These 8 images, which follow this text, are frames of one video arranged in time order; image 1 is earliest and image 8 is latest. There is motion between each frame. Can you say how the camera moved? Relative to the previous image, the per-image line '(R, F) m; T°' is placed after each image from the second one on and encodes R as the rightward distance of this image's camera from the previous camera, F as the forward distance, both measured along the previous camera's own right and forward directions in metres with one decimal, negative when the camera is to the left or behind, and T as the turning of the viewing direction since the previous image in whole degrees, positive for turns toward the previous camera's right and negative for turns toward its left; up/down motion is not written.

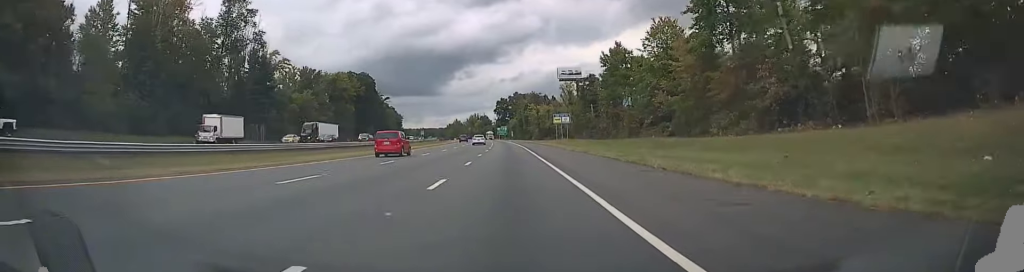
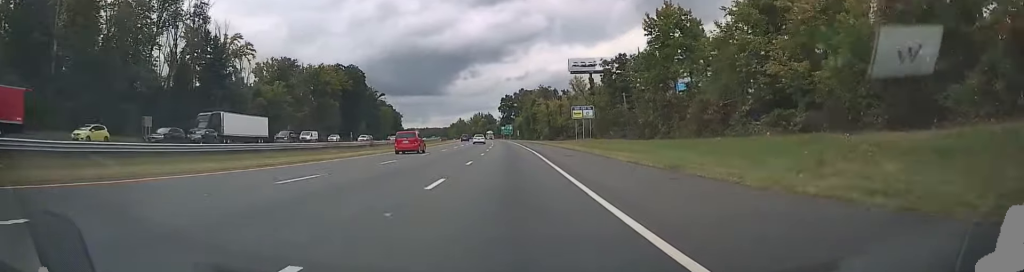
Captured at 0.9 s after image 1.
(0.0, +22.4) m; 0°
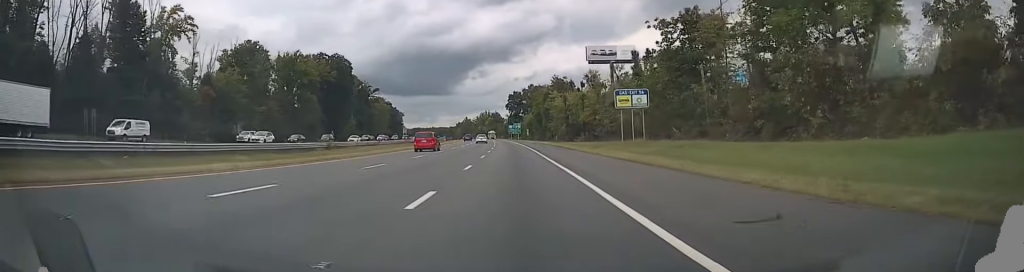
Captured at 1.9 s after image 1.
(0.0, +26.2) m; -1°
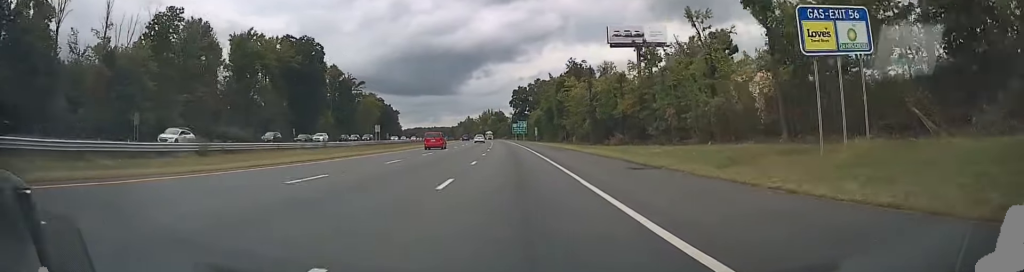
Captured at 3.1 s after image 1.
(-0.4, +31.5) m; -1°
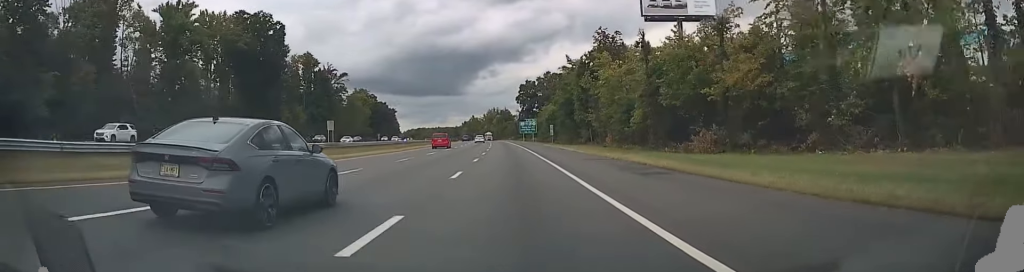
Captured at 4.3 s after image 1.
(-0.1, +33.0) m; -1°
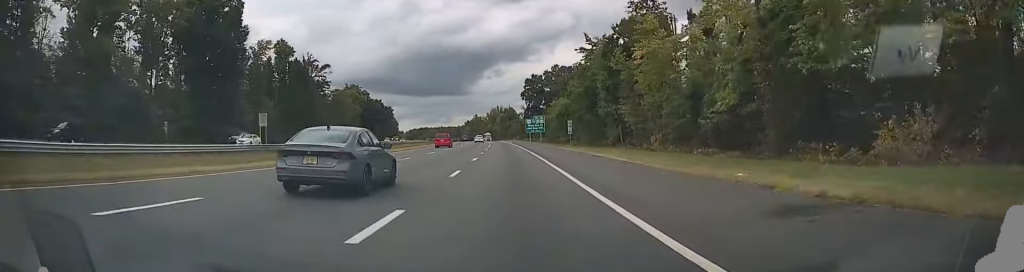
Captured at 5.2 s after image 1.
(-0.1, +25.9) m; -1°
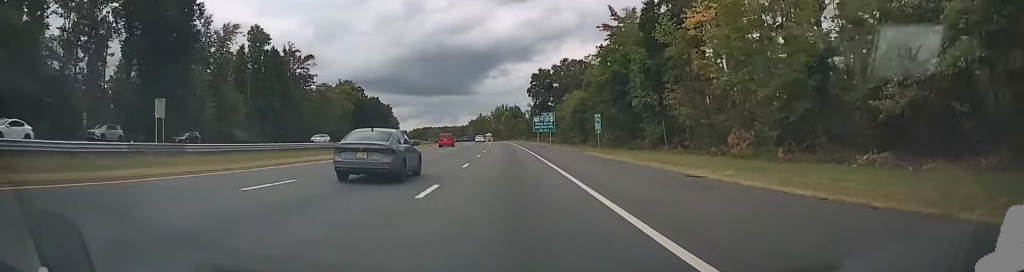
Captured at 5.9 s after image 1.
(-0.2, +21.7) m; -1°
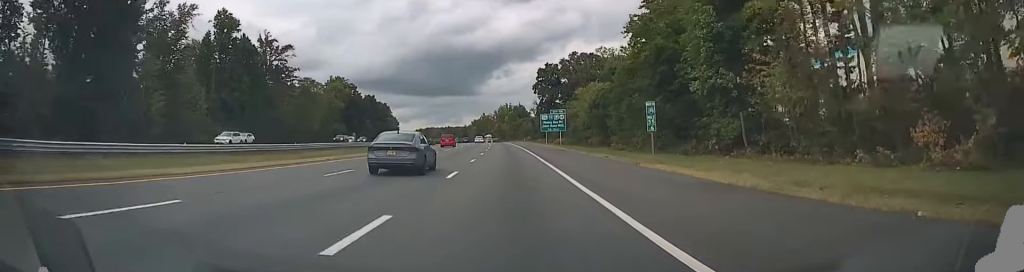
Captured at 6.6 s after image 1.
(0.0, +18.9) m; 0°
